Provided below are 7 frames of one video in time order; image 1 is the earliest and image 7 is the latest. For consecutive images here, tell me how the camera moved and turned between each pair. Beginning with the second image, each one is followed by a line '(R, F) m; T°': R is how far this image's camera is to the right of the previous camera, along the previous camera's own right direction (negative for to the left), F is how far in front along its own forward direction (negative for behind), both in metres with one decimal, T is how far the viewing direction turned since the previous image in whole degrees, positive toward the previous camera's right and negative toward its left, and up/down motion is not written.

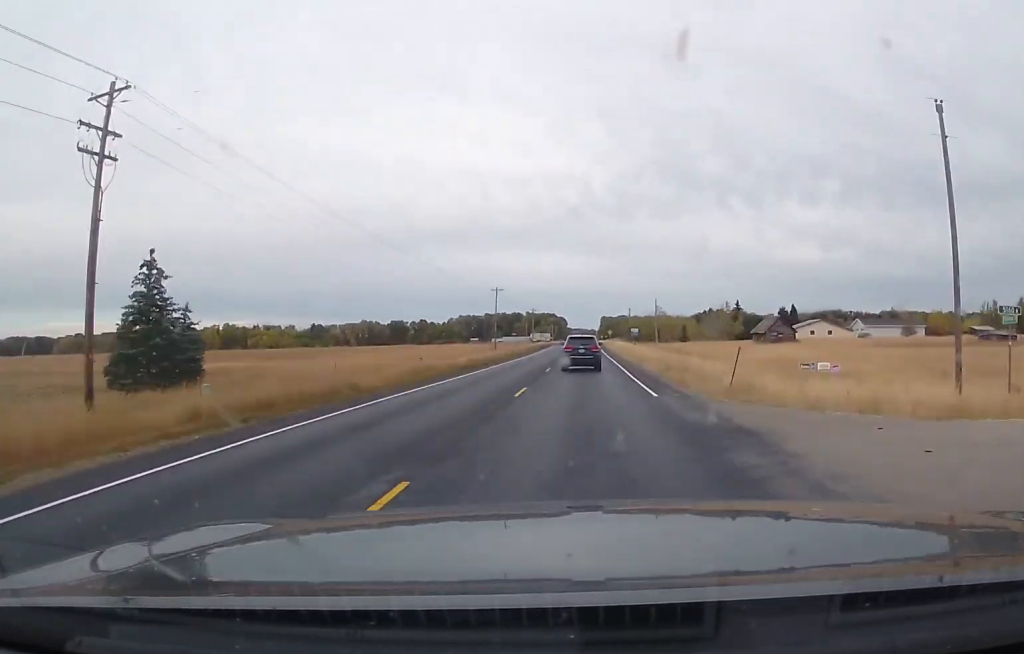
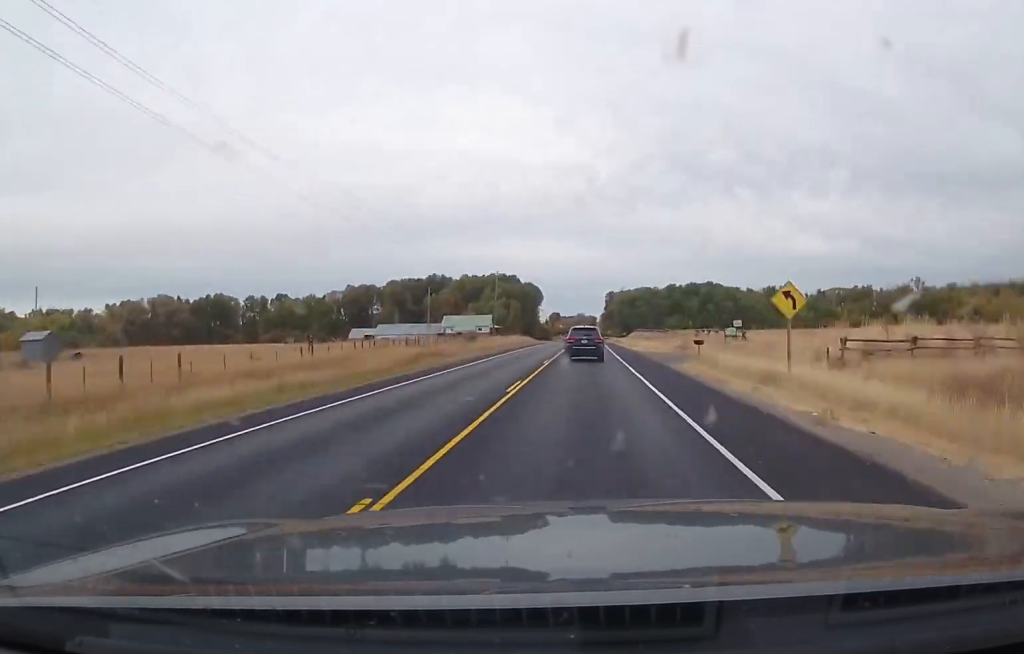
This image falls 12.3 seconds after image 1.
(+0.8, +301.1) m; -1°
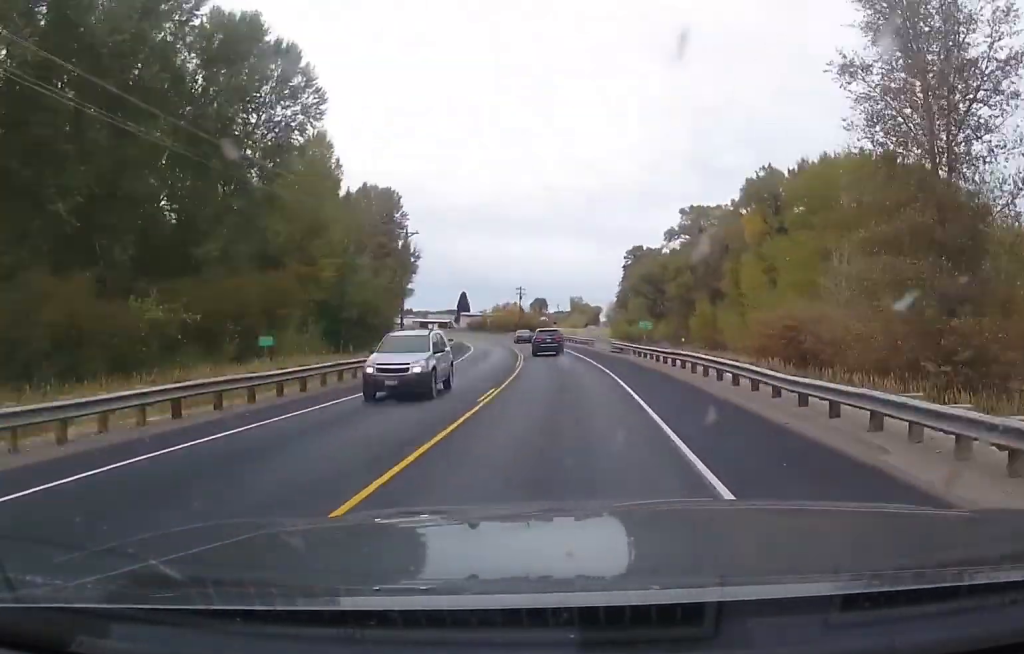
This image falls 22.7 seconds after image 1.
(-10.5, +250.1) m; -15°
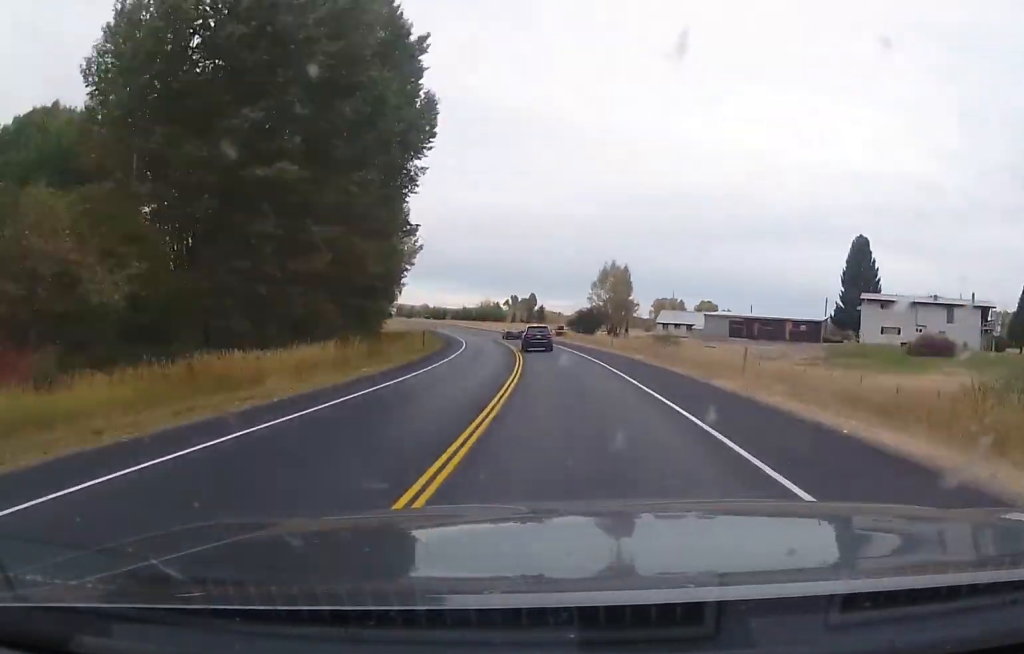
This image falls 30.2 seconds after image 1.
(-32.9, +170.5) m; -23°
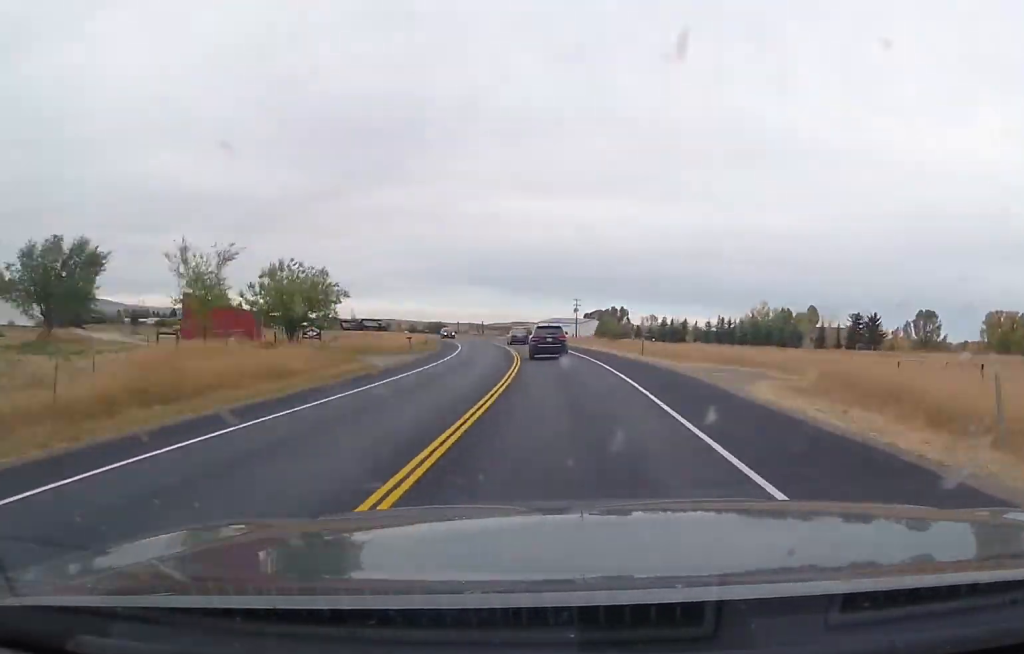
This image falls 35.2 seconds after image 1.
(-16.8, +112.8) m; -17°
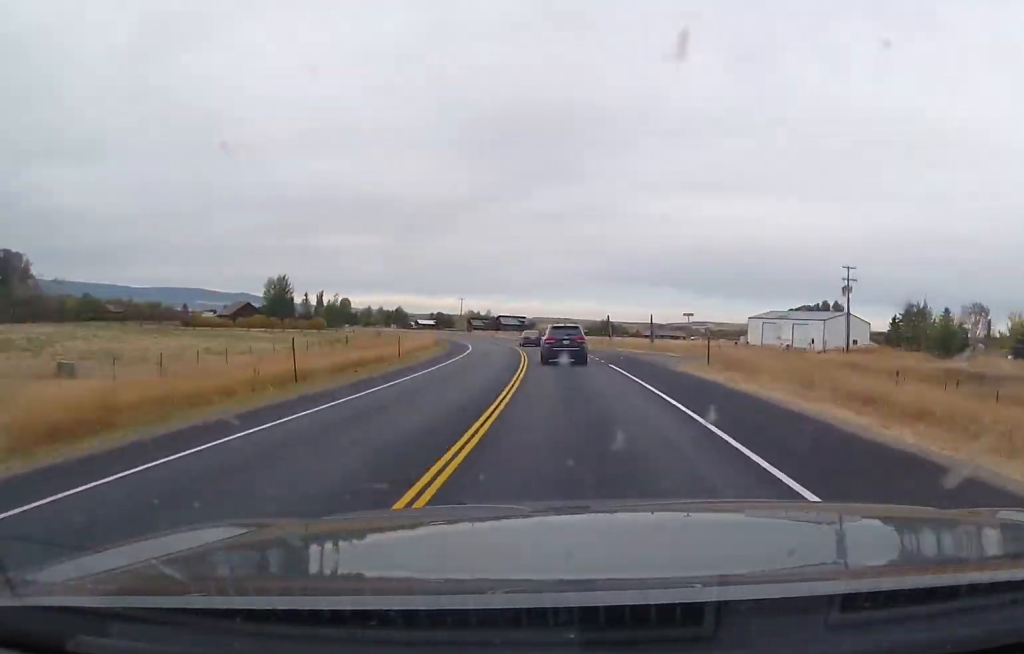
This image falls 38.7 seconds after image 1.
(-9.3, +77.2) m; -11°
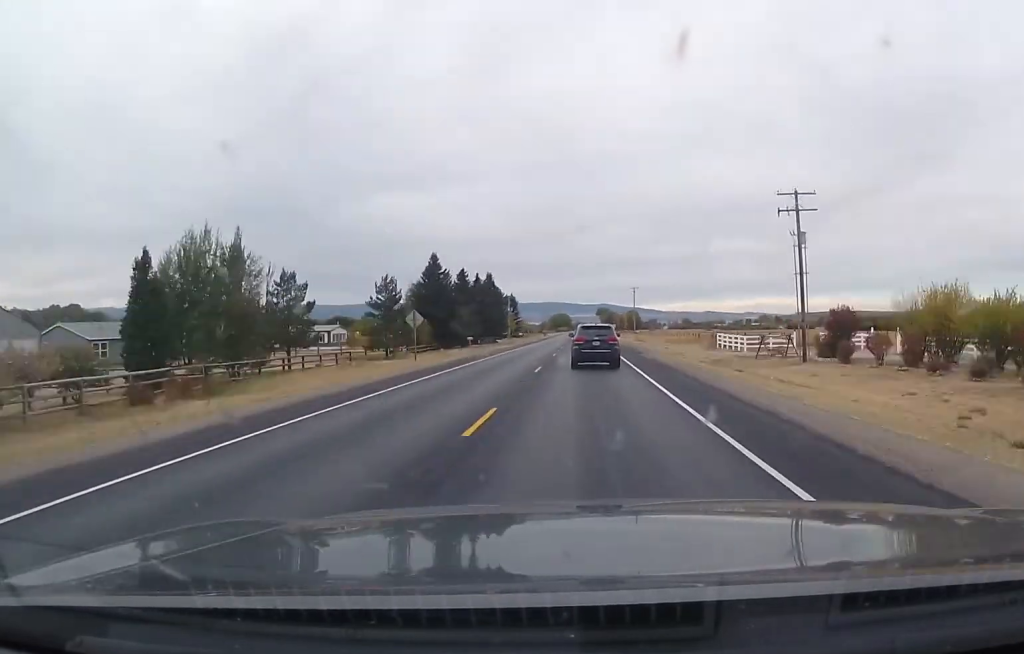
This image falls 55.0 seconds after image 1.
(-94.9, +320.4) m; -23°
